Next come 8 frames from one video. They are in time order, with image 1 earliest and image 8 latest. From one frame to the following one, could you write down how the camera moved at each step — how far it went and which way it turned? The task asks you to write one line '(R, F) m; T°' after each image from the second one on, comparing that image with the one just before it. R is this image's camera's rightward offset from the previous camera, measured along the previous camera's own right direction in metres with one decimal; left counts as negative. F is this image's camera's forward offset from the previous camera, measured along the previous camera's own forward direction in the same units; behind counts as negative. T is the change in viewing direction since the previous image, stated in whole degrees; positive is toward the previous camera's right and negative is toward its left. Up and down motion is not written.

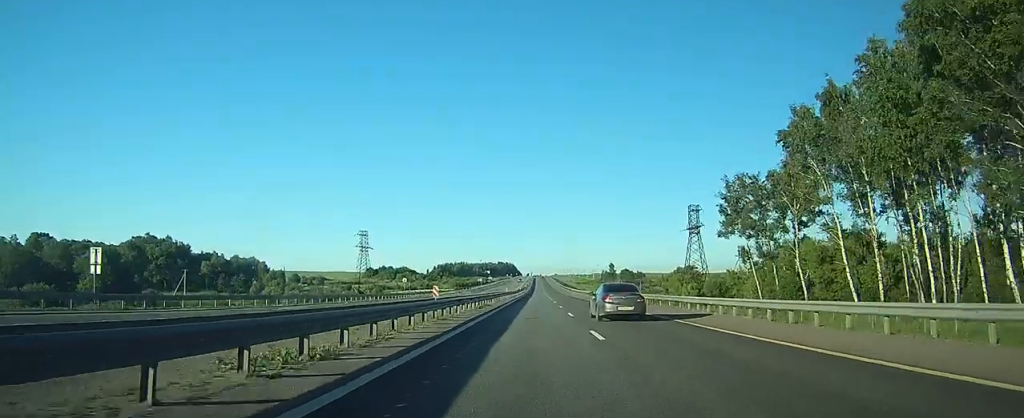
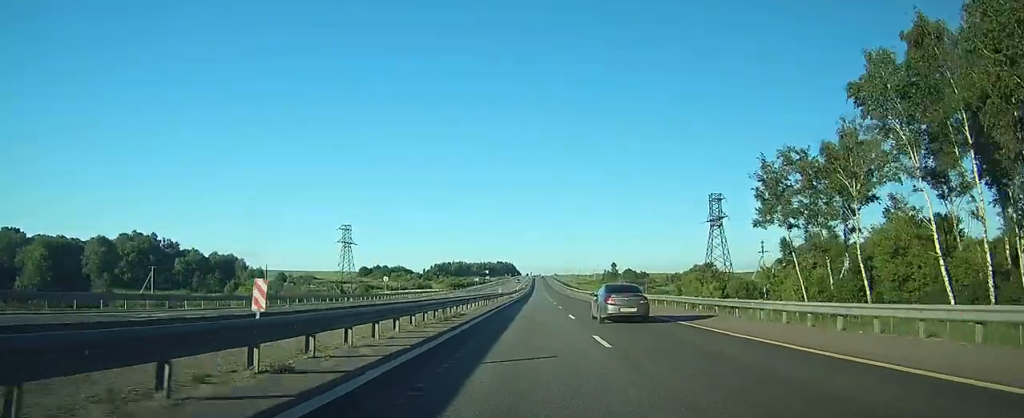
(0.0, +13.6) m; 0°
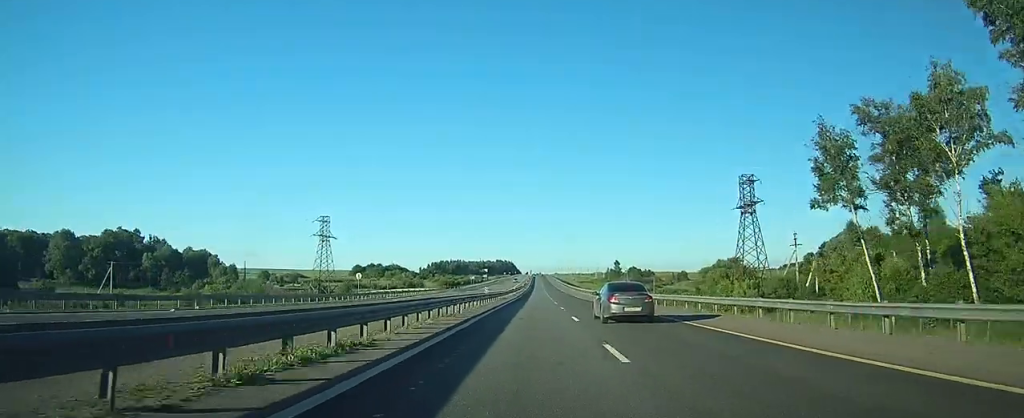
(0.0, +14.8) m; 0°
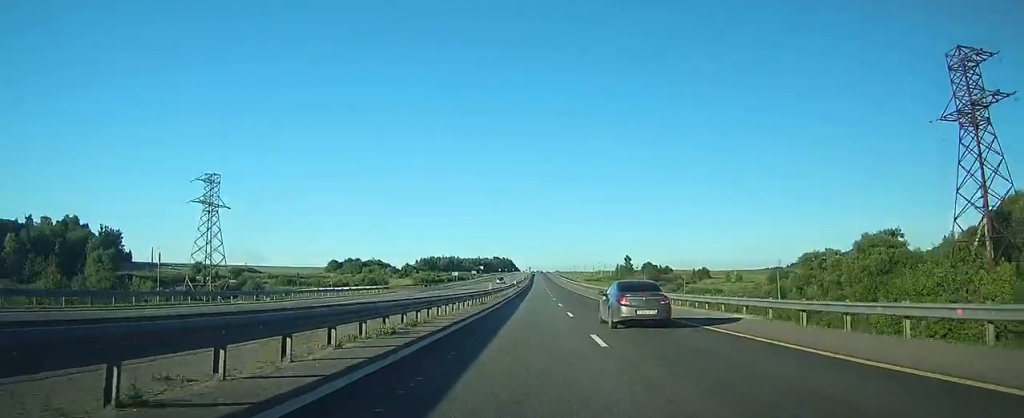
(0.0, +45.5) m; 0°
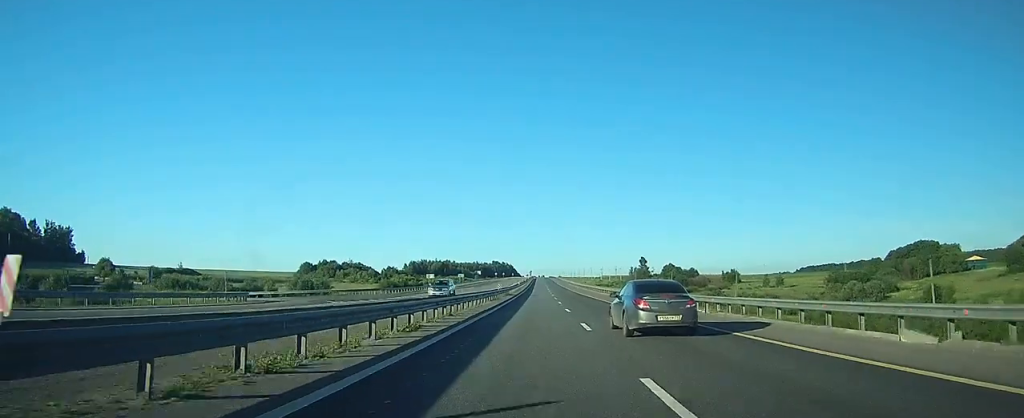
(-0.1, +43.4) m; 0°
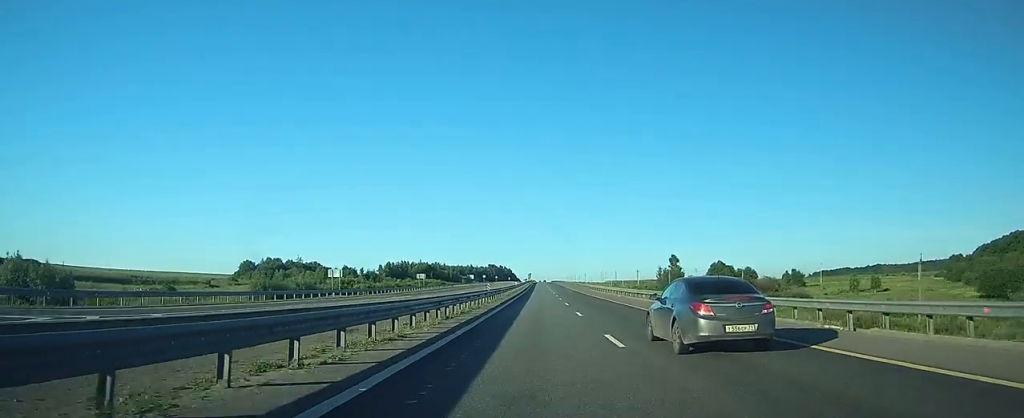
(0.0, +64.8) m; 0°
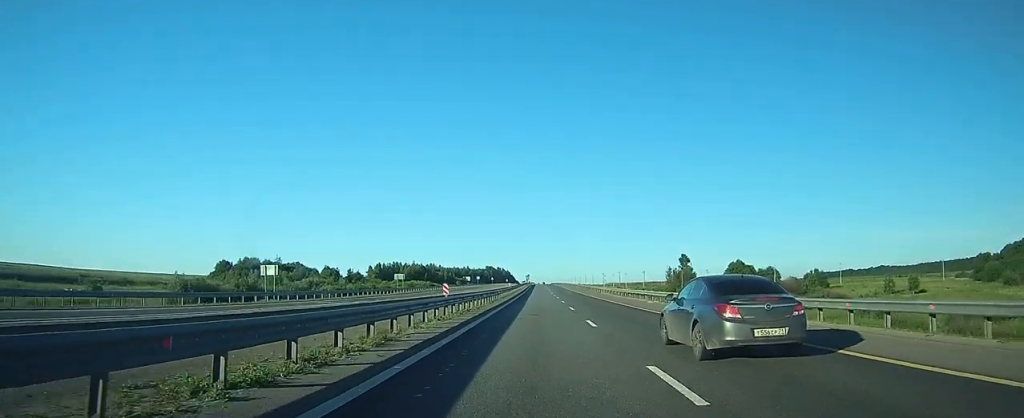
(0.0, +18.0) m; 0°
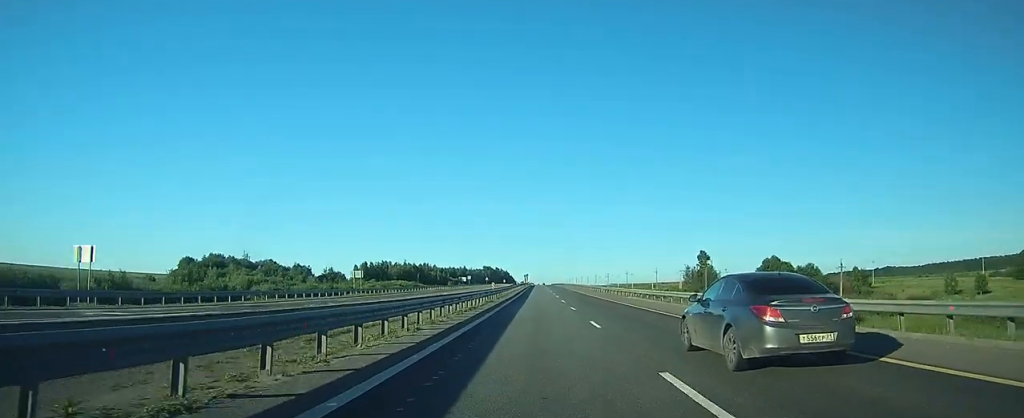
(0.0, +24.7) m; 0°
